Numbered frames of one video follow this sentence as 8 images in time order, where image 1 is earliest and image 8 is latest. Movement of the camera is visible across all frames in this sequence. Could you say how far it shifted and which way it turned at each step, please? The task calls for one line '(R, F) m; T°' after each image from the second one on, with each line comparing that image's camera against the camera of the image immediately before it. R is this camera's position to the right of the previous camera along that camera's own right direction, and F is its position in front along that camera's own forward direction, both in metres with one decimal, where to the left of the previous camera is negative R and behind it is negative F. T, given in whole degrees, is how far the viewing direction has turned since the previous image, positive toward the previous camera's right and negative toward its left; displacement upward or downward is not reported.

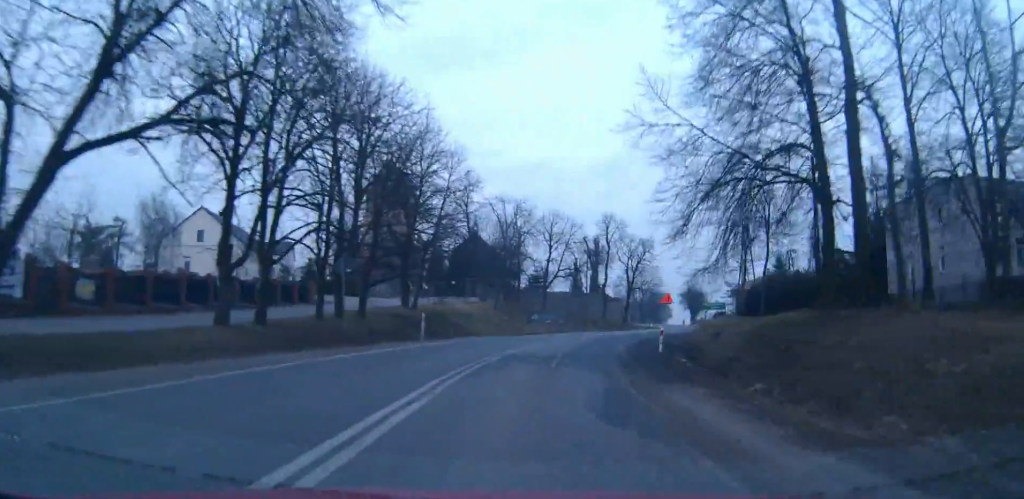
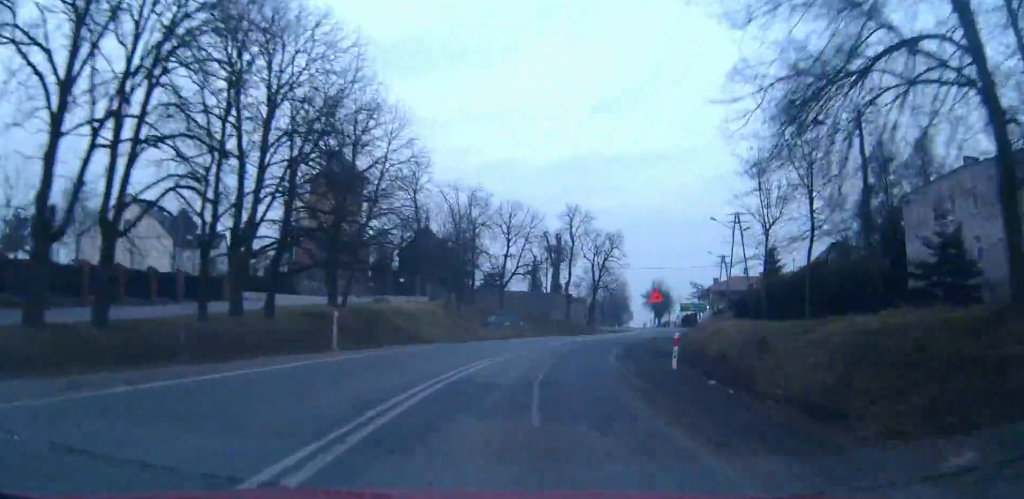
(+0.2, +9.4) m; +3°
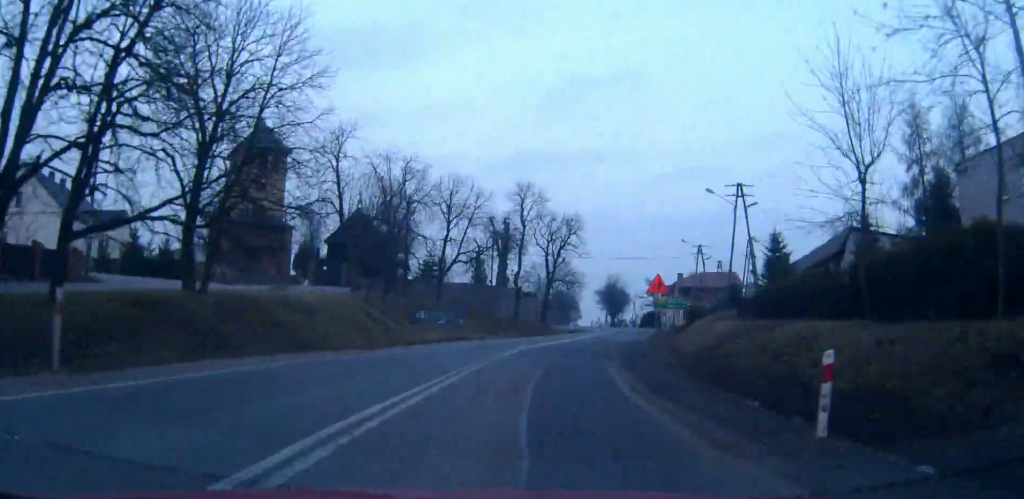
(+0.5, +13.0) m; +4°
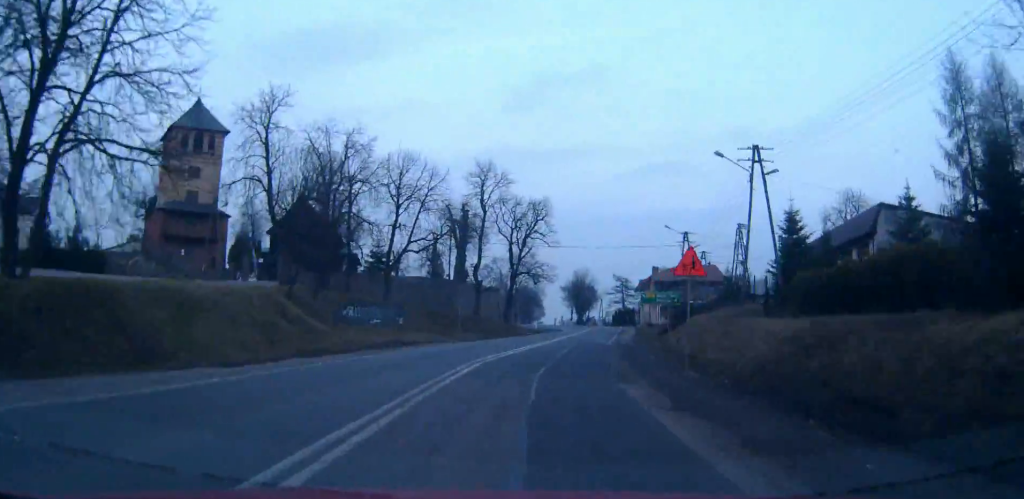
(+0.2, +9.8) m; +3°
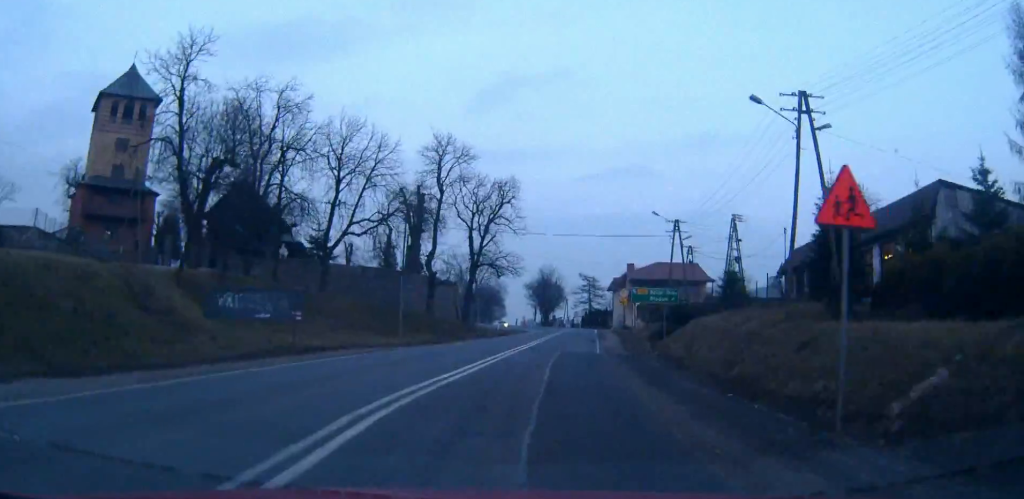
(+0.4, +10.1) m; +4°
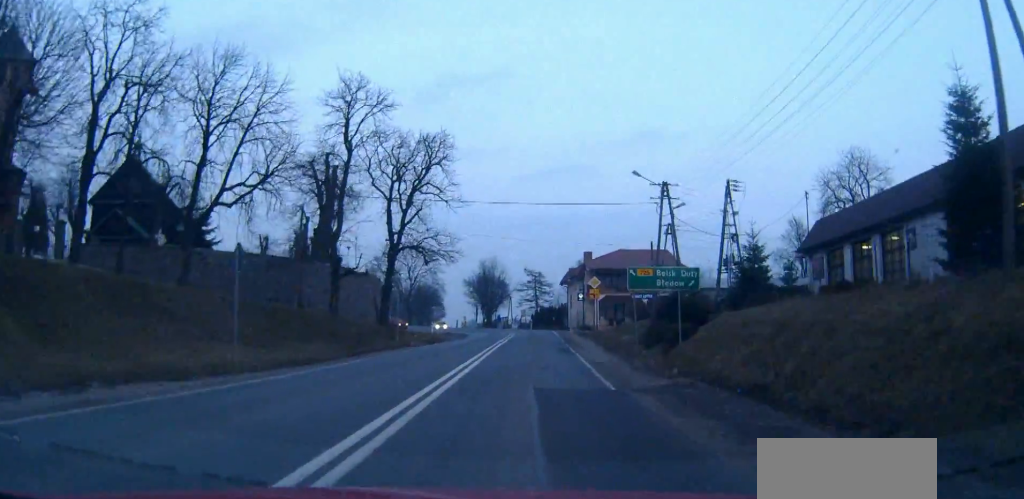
(+0.6, +15.3) m; +5°
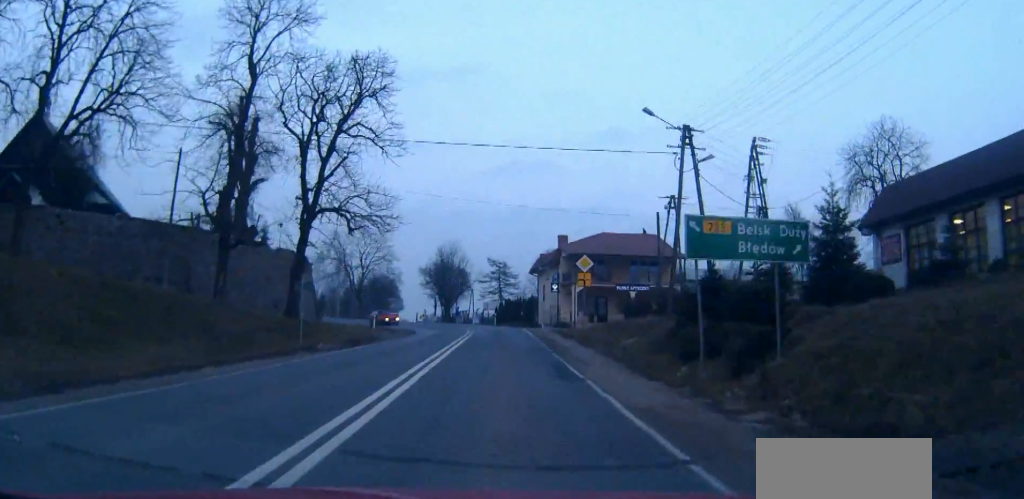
(+0.4, +12.9) m; +3°
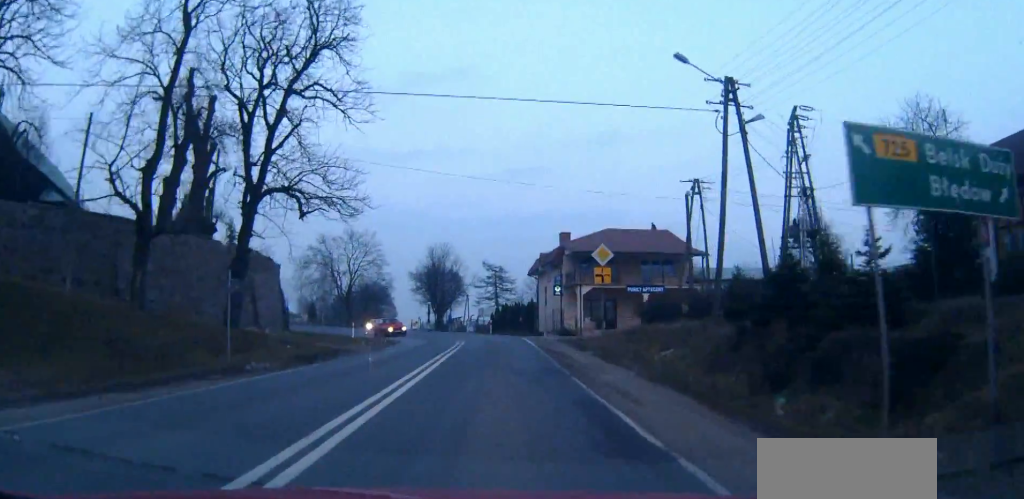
(+0.1, +7.2) m; +1°
